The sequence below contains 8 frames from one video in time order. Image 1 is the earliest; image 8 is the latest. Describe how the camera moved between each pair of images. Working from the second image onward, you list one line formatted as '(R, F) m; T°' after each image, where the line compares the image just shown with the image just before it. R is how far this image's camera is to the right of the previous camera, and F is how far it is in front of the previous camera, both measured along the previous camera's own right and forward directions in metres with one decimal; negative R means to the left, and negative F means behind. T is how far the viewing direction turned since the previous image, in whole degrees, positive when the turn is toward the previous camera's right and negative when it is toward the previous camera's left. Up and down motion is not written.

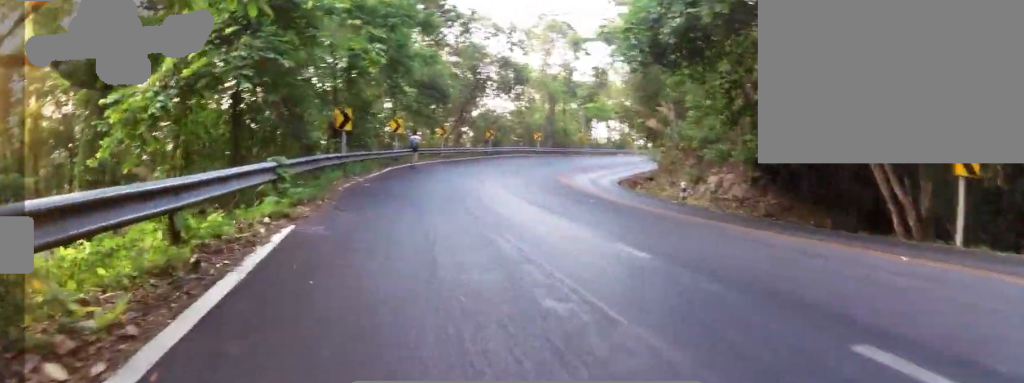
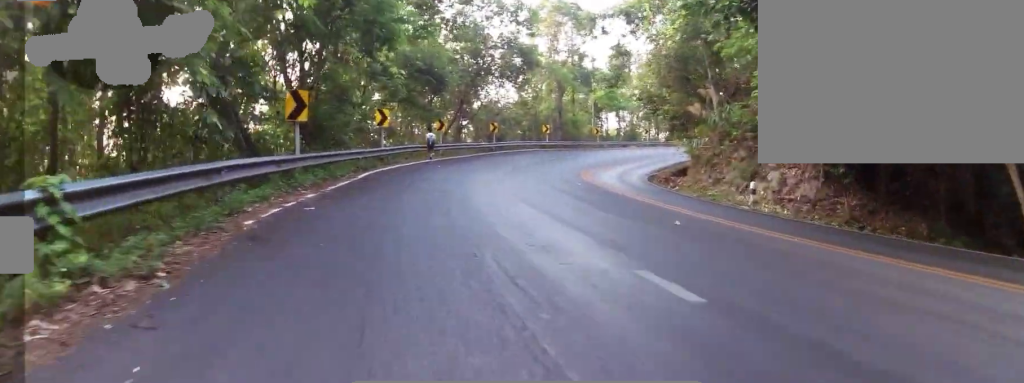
(+0.2, +6.2) m; -1°
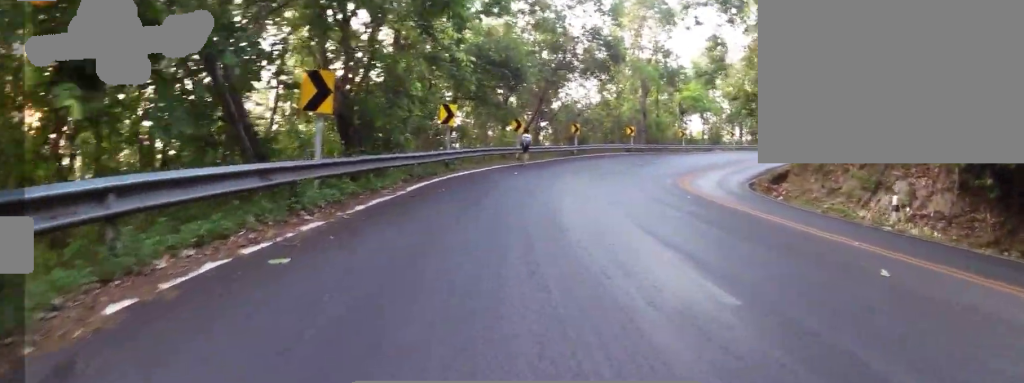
(-0.3, +4.1) m; -9°
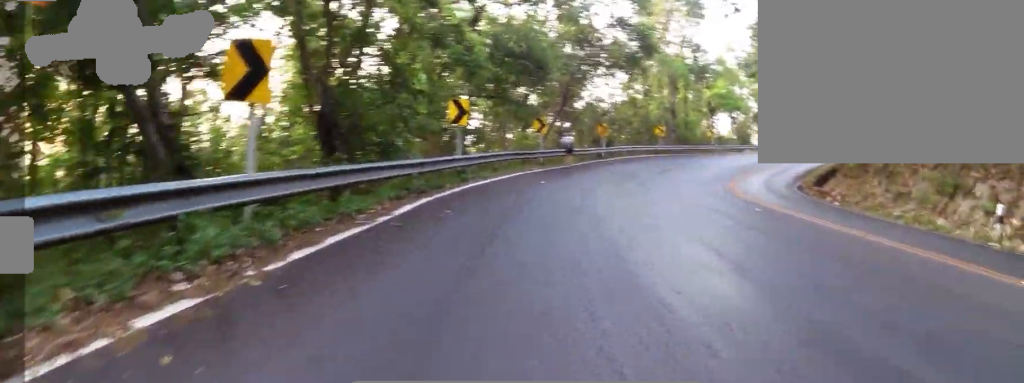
(-0.3, +3.5) m; -1°
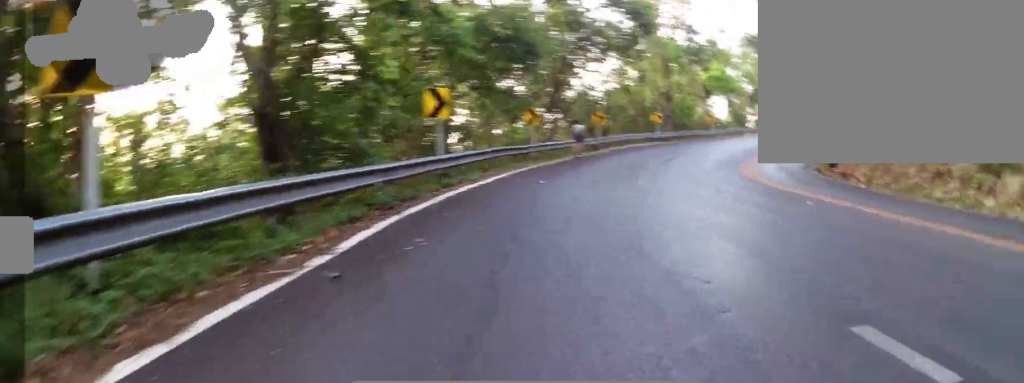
(+0.1, +2.7) m; +6°
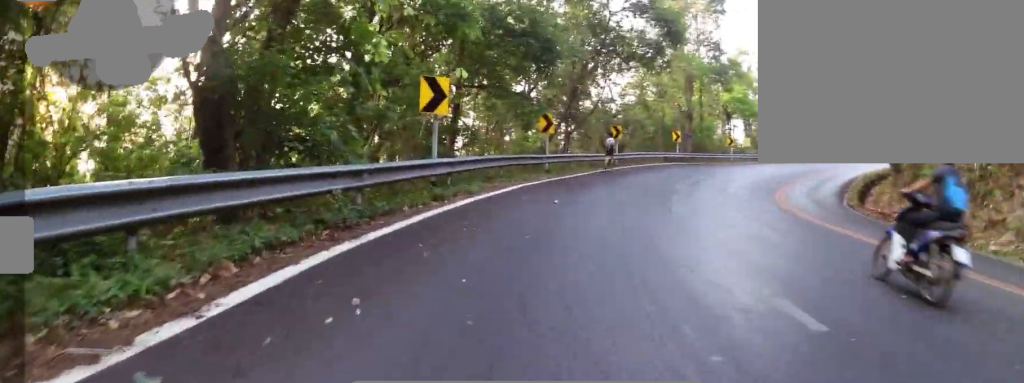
(+0.3, +2.4) m; +7°
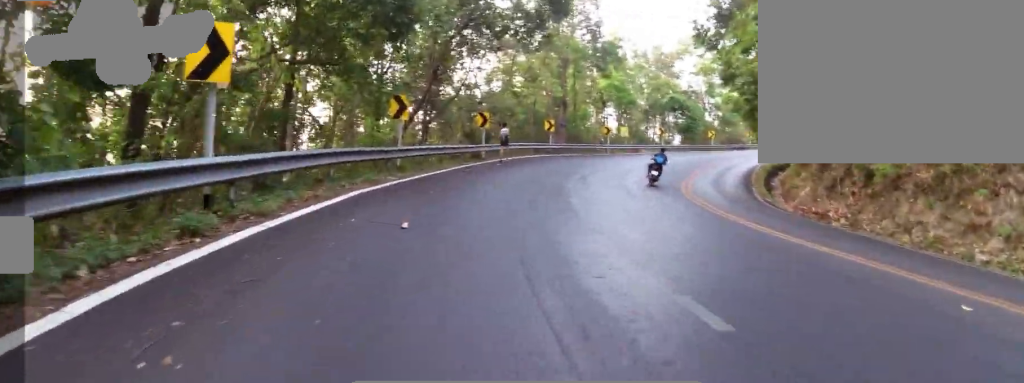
(+0.2, +4.0) m; +12°
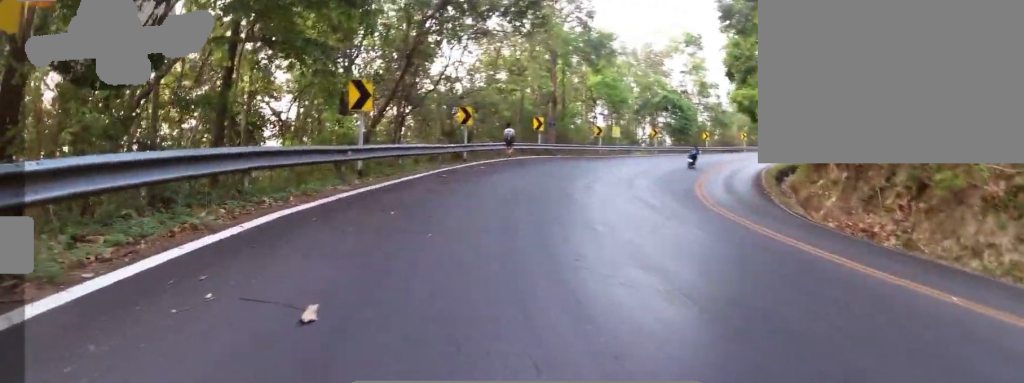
(+0.6, +3.1) m; +7°
